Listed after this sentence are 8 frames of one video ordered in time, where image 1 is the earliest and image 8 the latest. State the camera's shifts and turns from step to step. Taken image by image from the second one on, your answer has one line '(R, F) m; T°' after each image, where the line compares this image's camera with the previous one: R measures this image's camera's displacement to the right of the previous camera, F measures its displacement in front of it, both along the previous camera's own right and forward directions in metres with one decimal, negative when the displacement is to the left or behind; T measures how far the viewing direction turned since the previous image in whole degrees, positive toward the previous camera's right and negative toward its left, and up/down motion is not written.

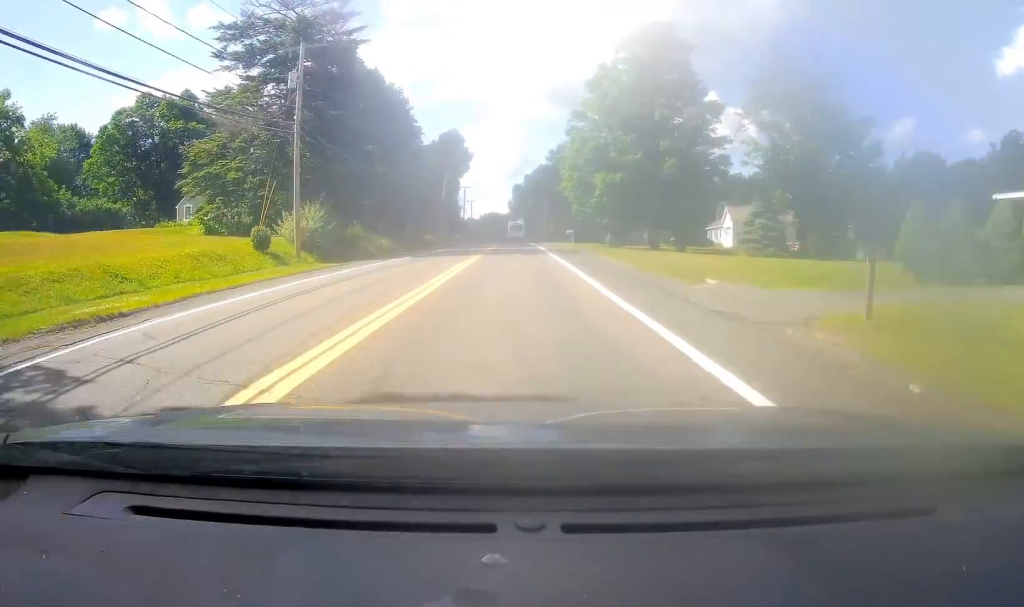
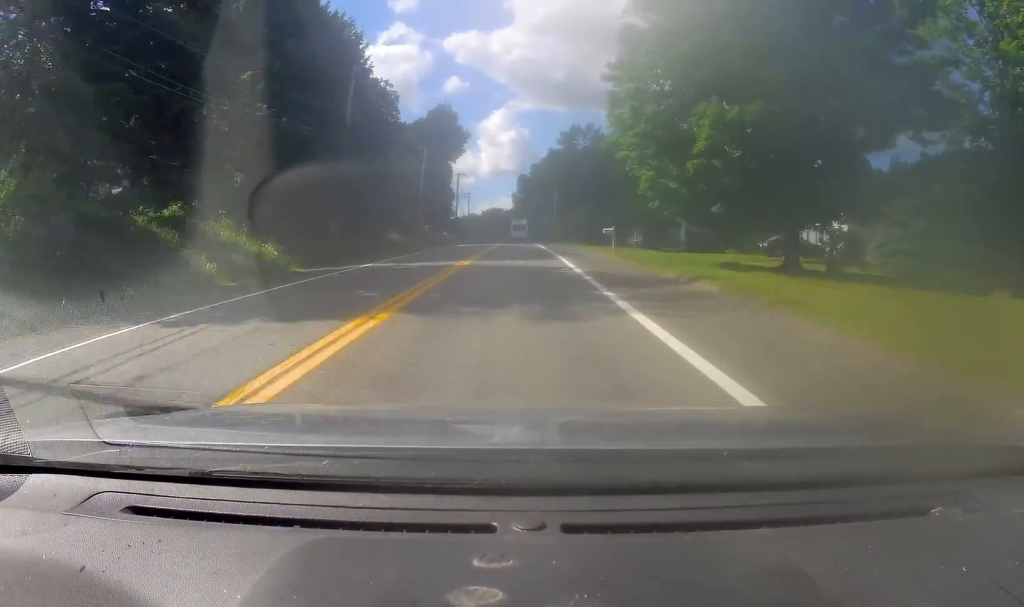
(-0.4, +25.2) m; -1°
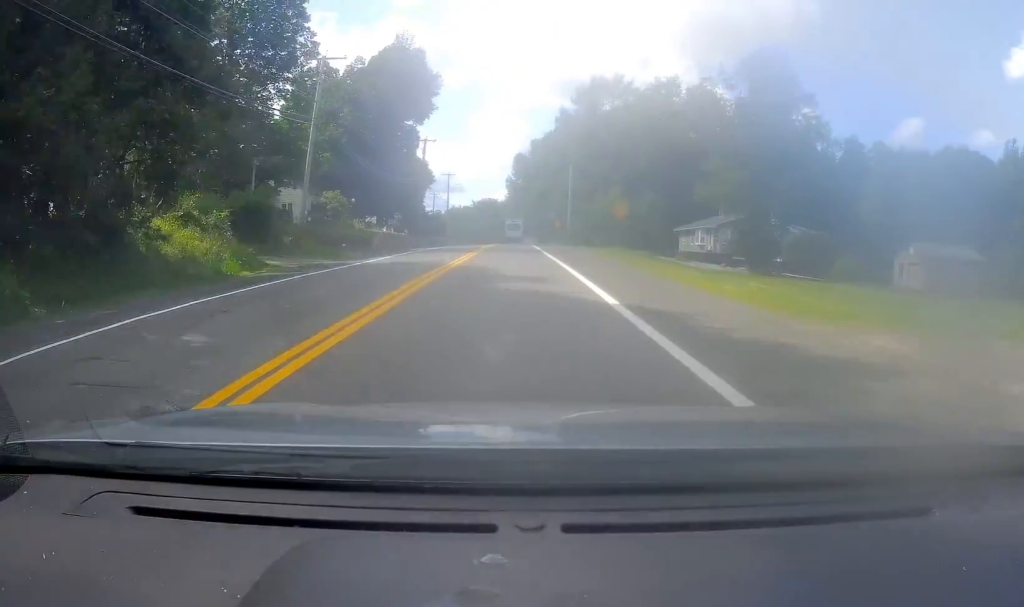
(+0.8, +38.6) m; +2°
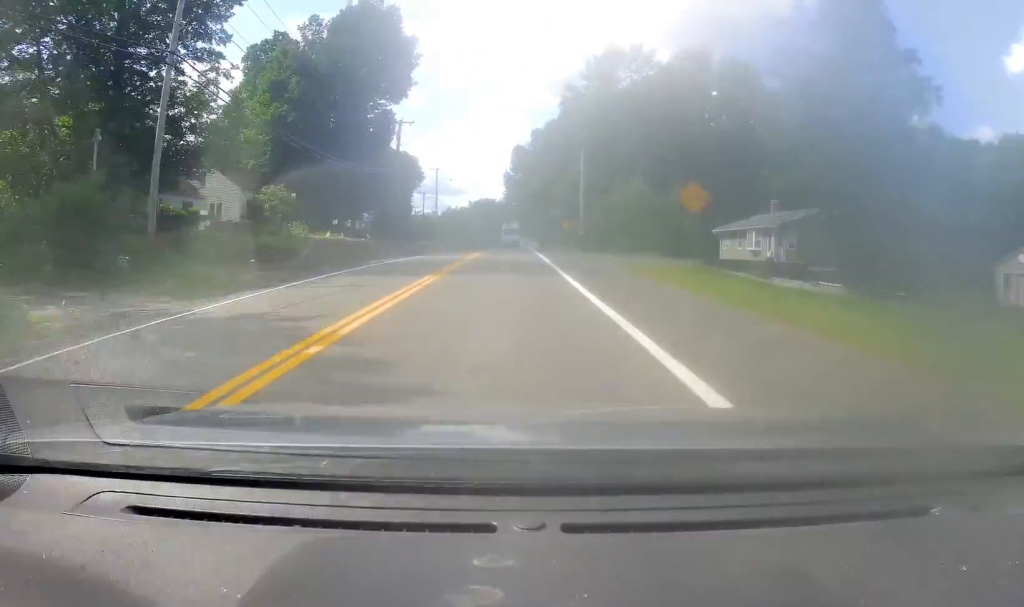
(+0.1, +15.3) m; -1°
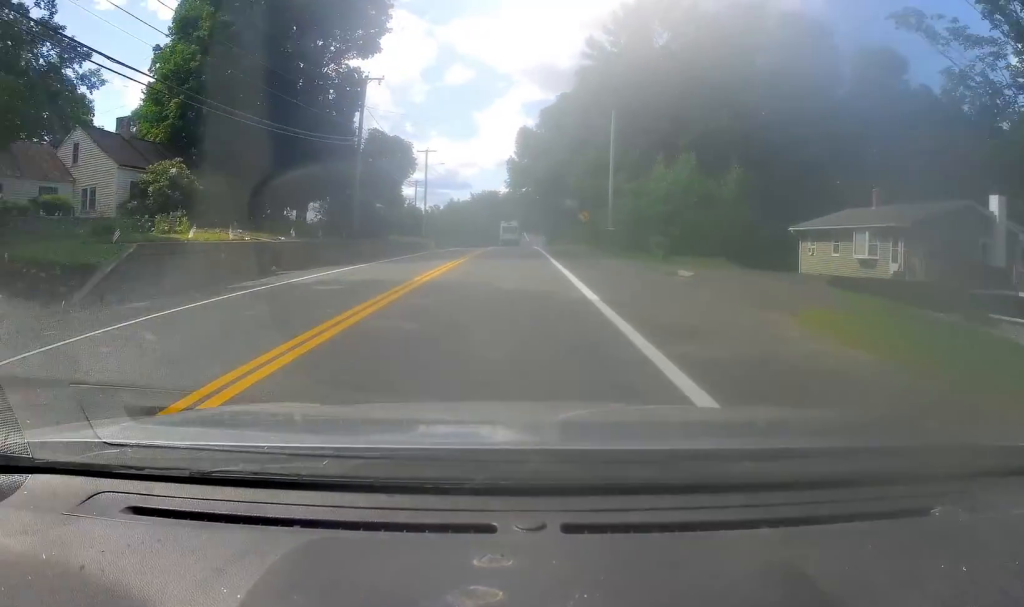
(-0.5, +16.5) m; -1°
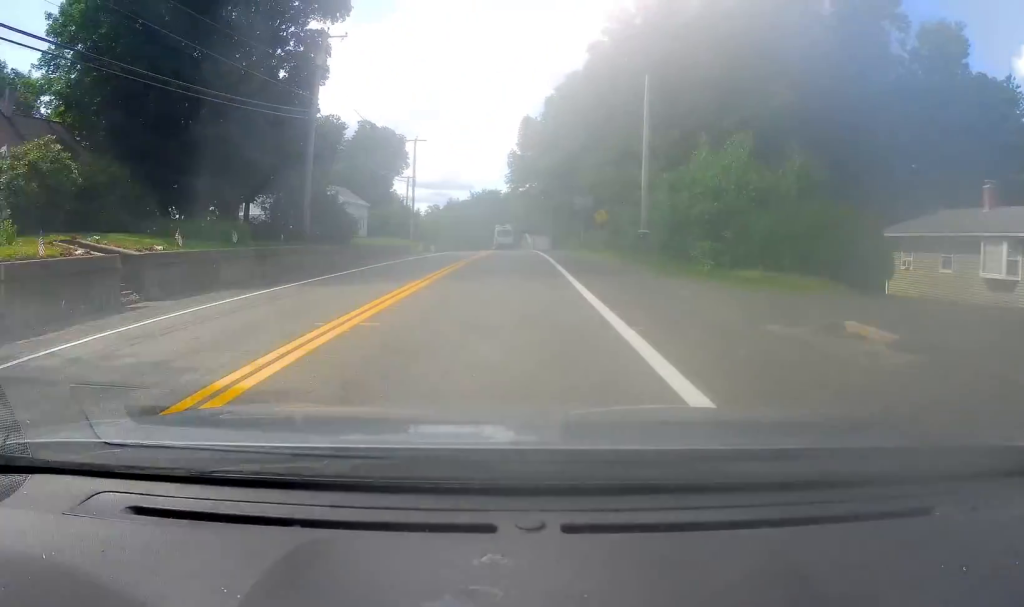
(+0.2, +10.8) m; 0°
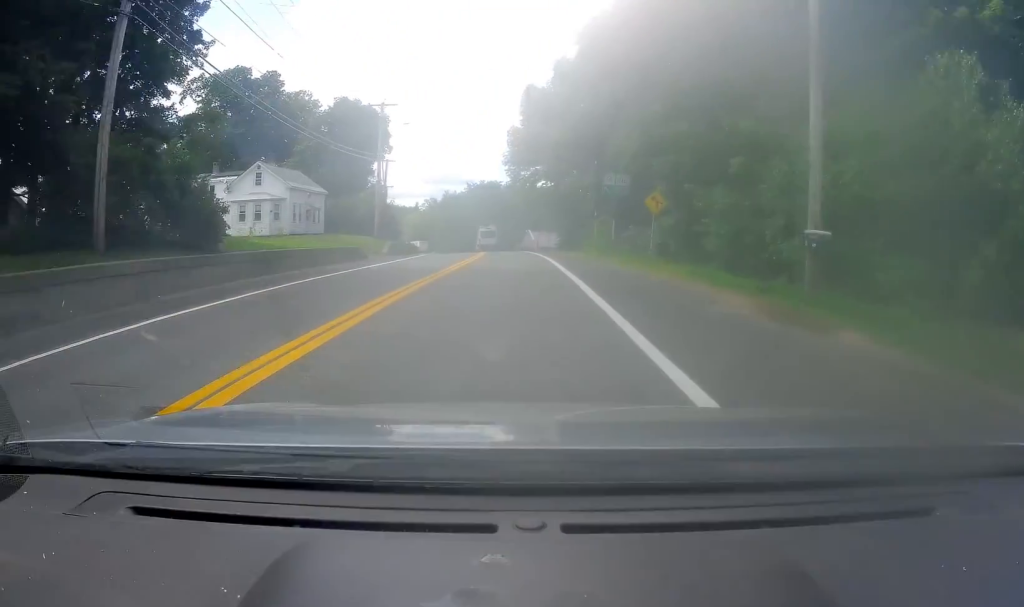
(0.0, +18.4) m; -1°
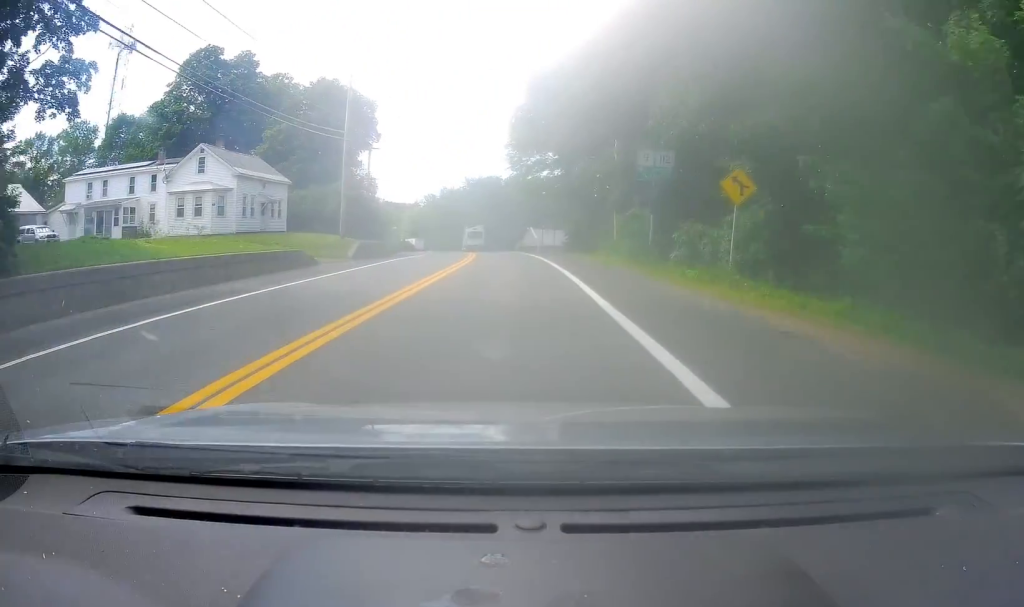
(-0.1, +10.6) m; 0°
